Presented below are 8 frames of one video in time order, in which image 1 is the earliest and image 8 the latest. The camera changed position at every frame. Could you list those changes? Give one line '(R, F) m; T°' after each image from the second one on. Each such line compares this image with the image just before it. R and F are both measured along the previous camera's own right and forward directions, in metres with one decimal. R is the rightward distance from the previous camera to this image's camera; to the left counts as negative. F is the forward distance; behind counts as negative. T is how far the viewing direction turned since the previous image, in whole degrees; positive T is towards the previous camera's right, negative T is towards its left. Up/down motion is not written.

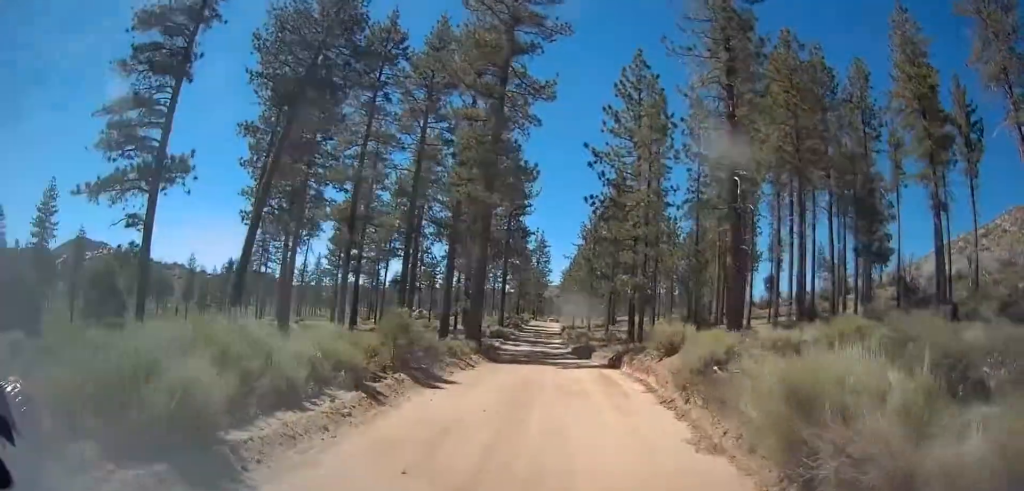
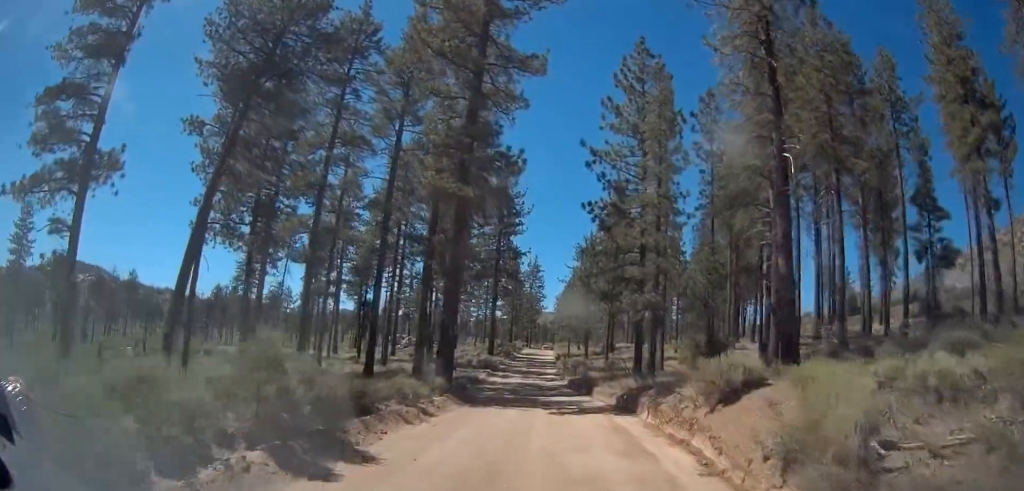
(+0.2, +7.0) m; +3°
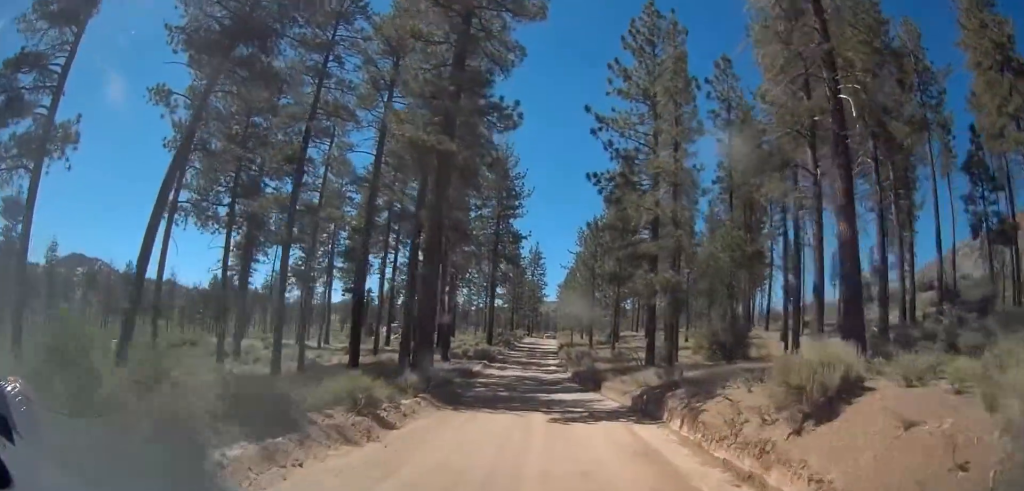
(+0.1, +4.6) m; -4°
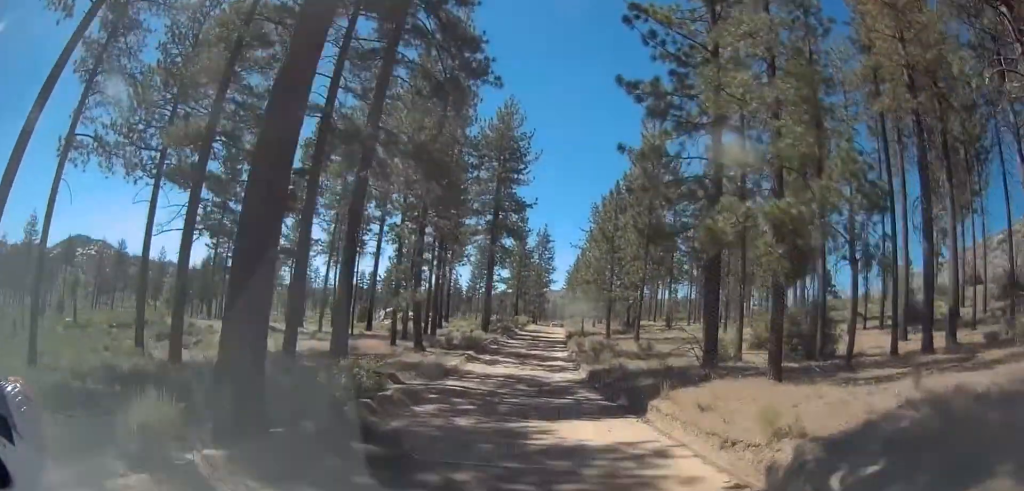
(-1.8, +10.6) m; -10°
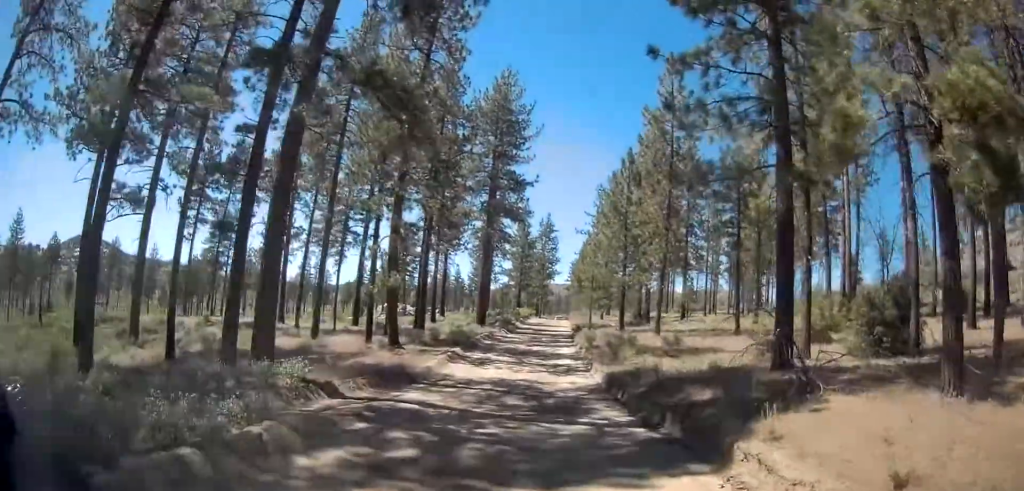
(+1.0, +6.5) m; +6°
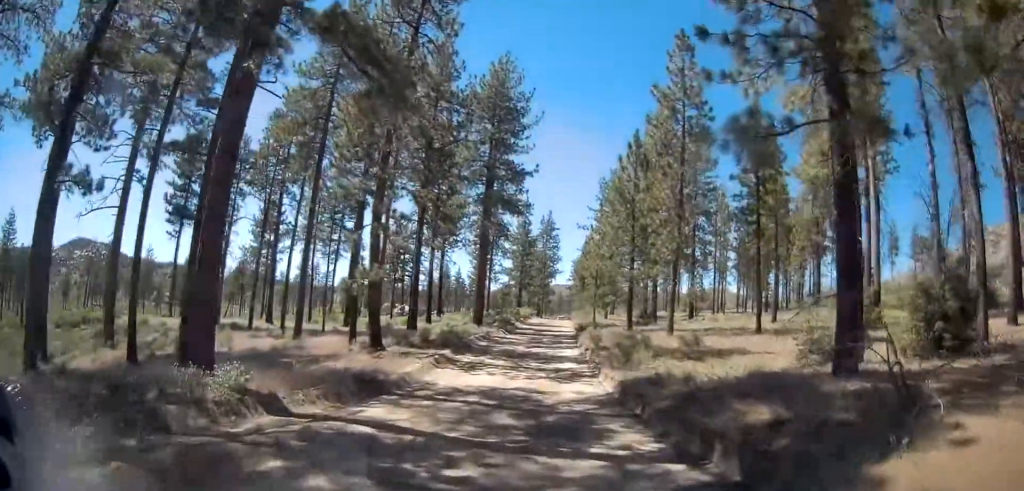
(0.0, +3.3) m; -3°
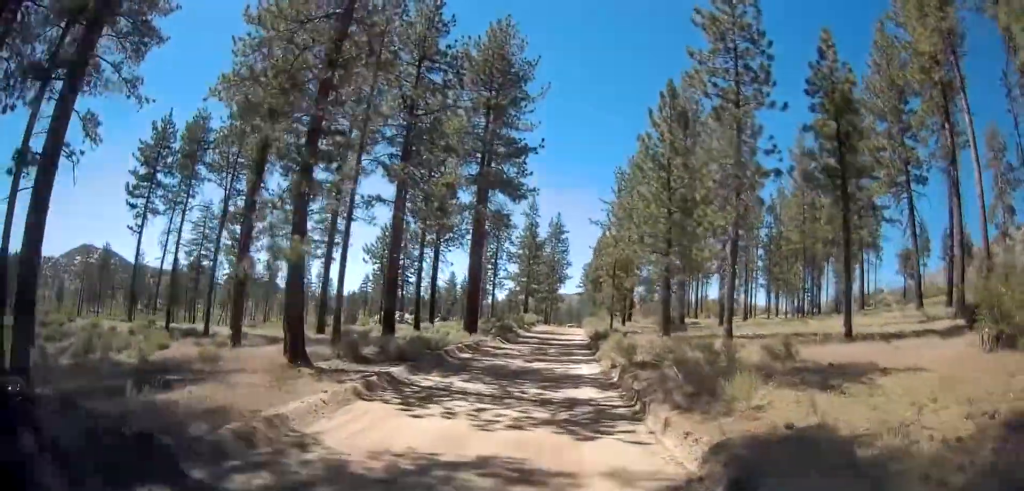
(-0.4, +9.4) m; 0°
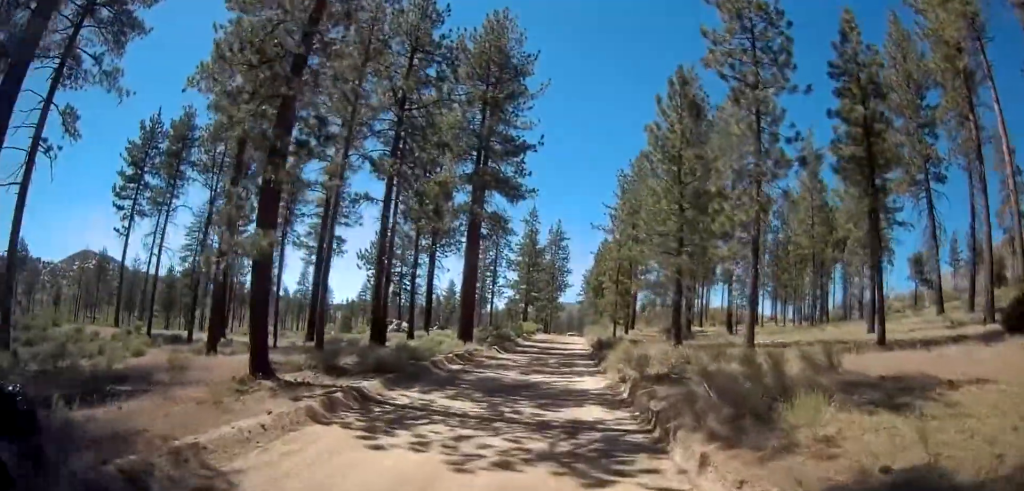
(+0.2, +2.6) m; 0°
